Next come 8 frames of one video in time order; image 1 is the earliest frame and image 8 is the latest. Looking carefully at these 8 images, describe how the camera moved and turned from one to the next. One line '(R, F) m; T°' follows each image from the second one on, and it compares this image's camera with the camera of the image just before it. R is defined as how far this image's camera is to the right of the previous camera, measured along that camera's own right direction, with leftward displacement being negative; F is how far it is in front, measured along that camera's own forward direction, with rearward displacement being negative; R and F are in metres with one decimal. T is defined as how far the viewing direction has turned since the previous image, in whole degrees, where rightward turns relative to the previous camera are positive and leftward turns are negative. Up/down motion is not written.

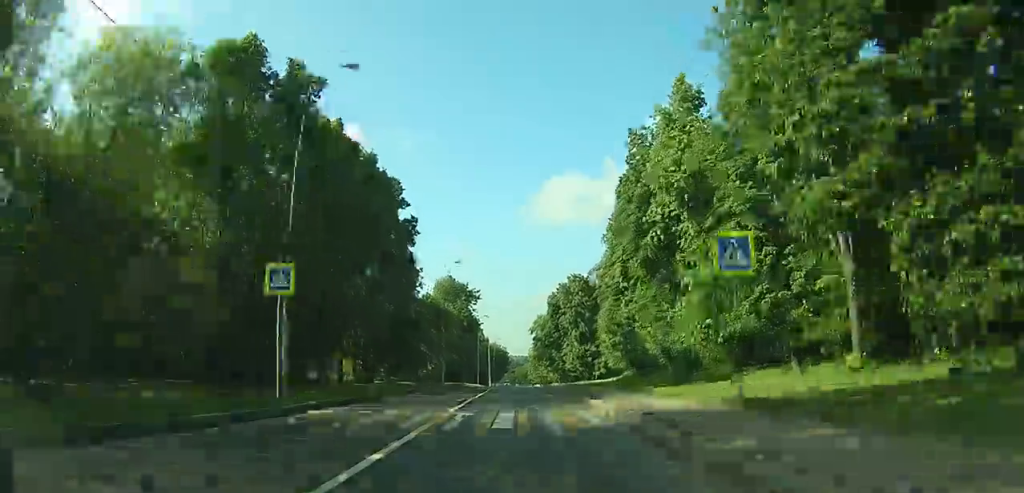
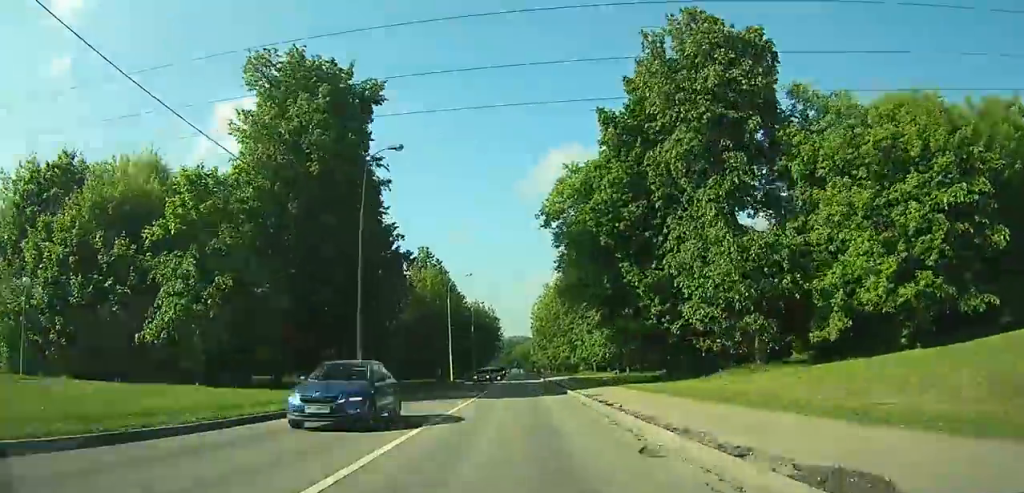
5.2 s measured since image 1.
(-0.2, +74.1) m; -1°
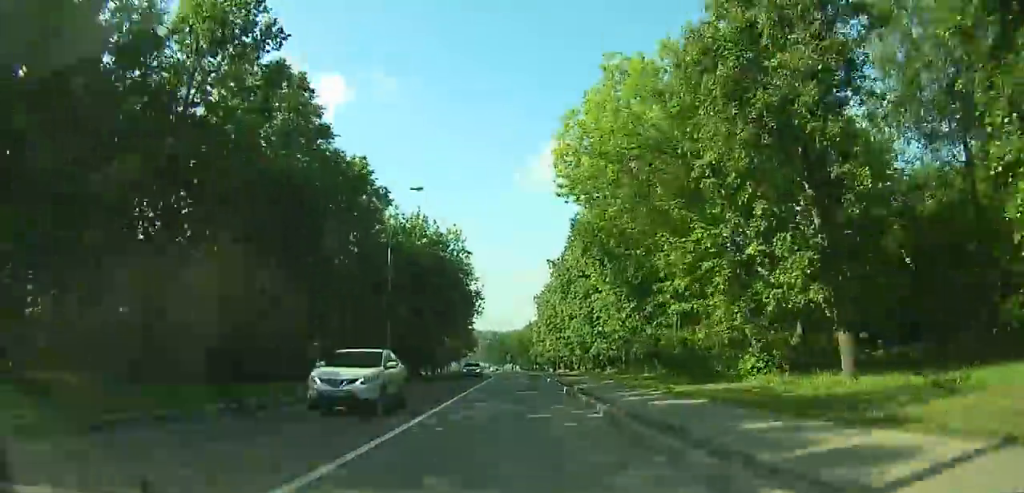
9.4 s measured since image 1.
(-0.2, +61.0) m; -1°
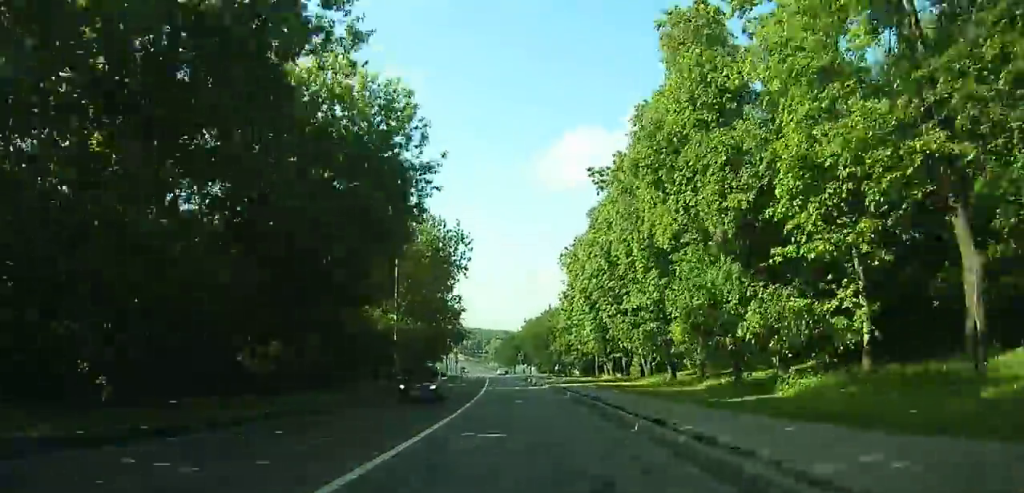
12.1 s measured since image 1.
(-0.4, +37.6) m; -1°
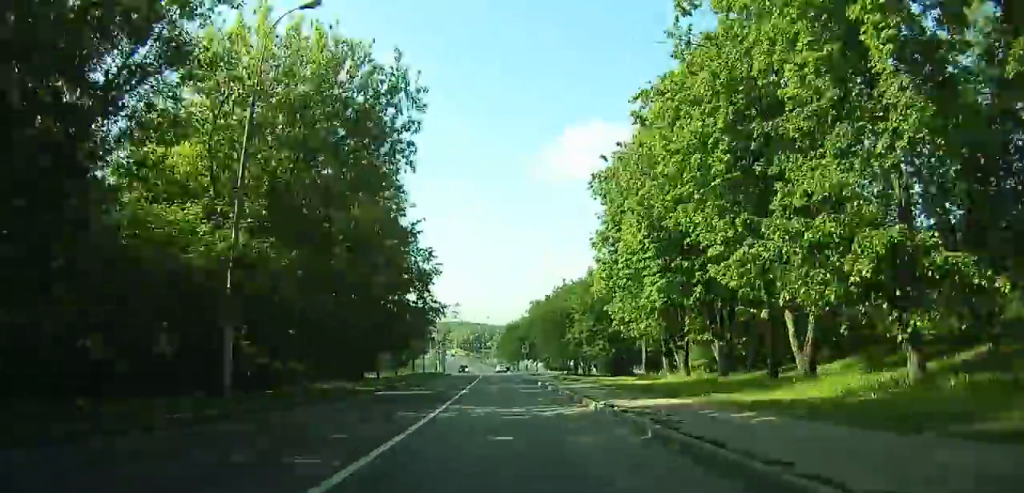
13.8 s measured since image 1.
(-0.1, +22.7) m; -1°
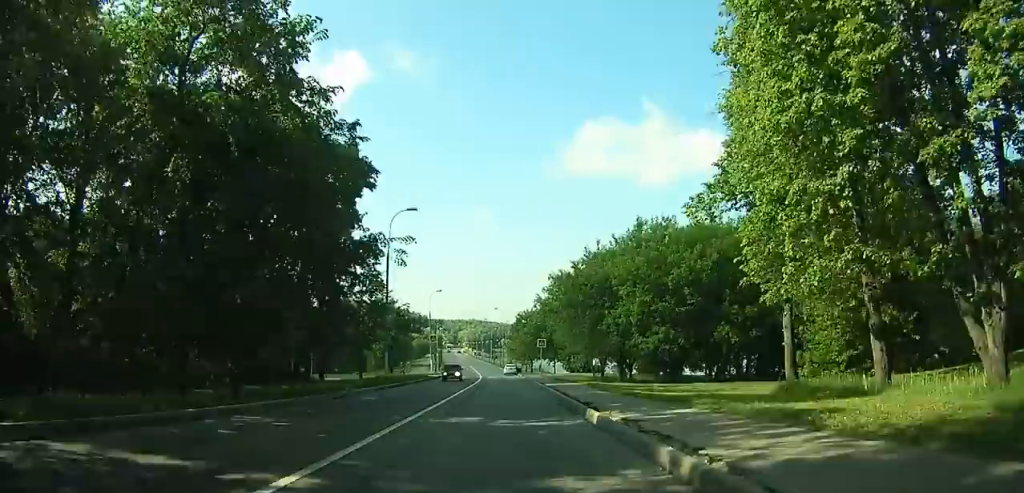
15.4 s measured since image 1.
(-0.2, +21.0) m; -1°
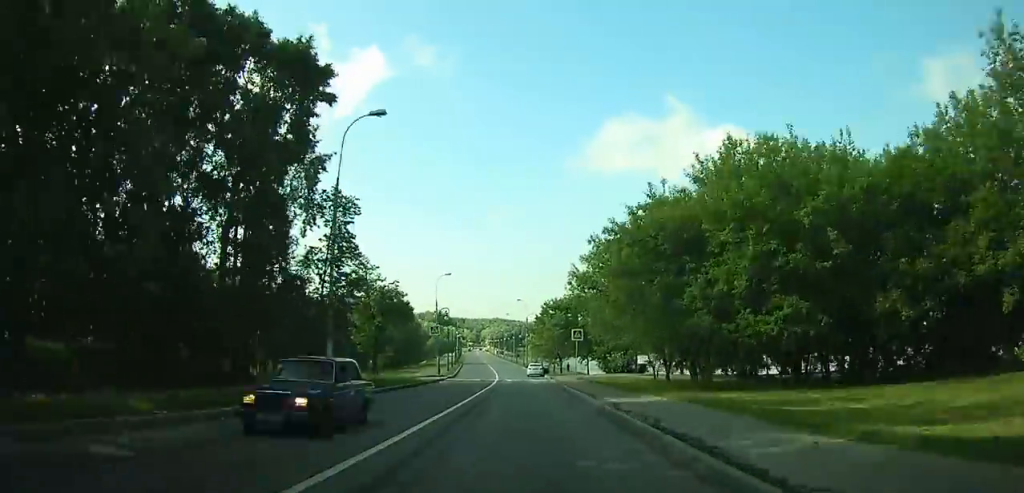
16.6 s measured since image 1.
(-0.2, +15.5) m; -1°
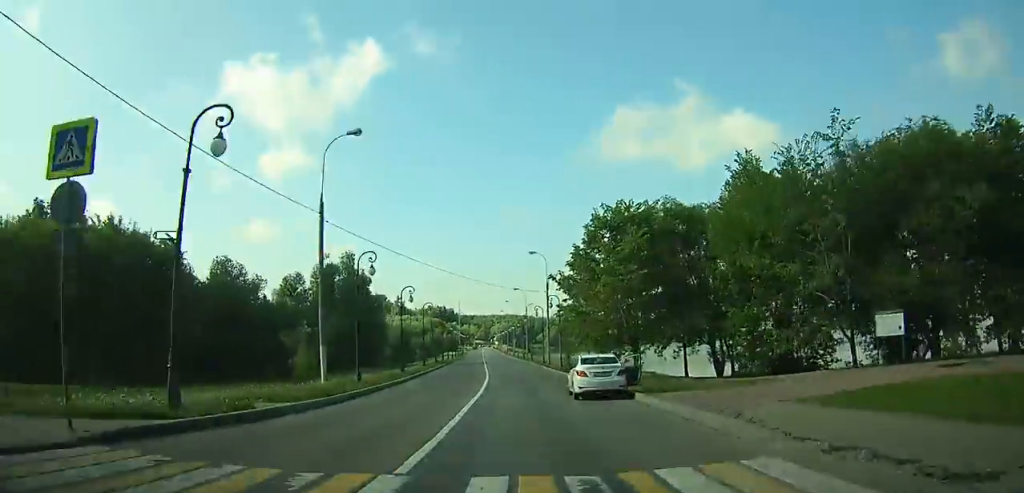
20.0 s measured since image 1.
(-1.0, +45.2) m; -2°
